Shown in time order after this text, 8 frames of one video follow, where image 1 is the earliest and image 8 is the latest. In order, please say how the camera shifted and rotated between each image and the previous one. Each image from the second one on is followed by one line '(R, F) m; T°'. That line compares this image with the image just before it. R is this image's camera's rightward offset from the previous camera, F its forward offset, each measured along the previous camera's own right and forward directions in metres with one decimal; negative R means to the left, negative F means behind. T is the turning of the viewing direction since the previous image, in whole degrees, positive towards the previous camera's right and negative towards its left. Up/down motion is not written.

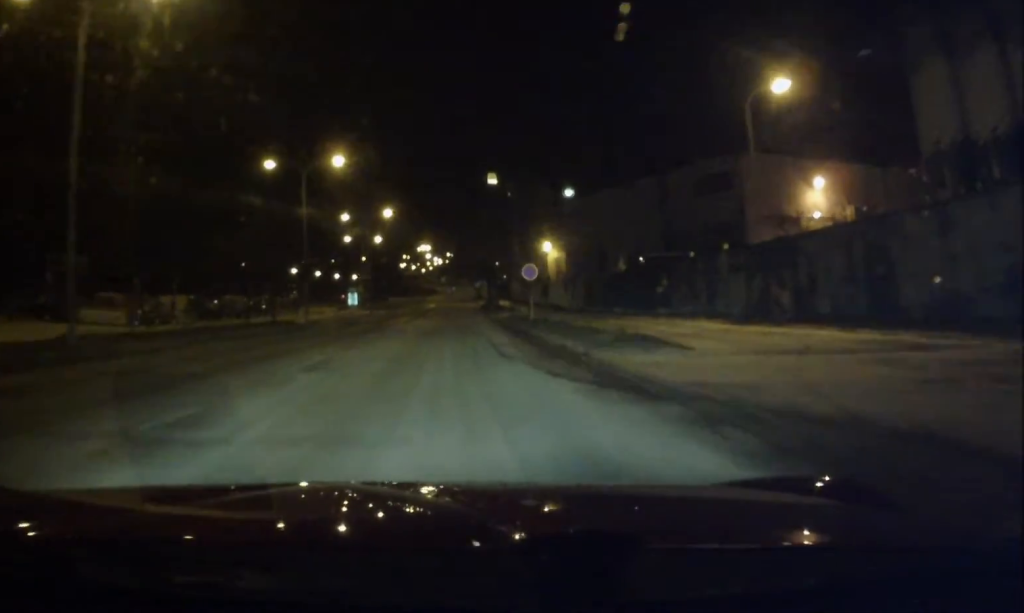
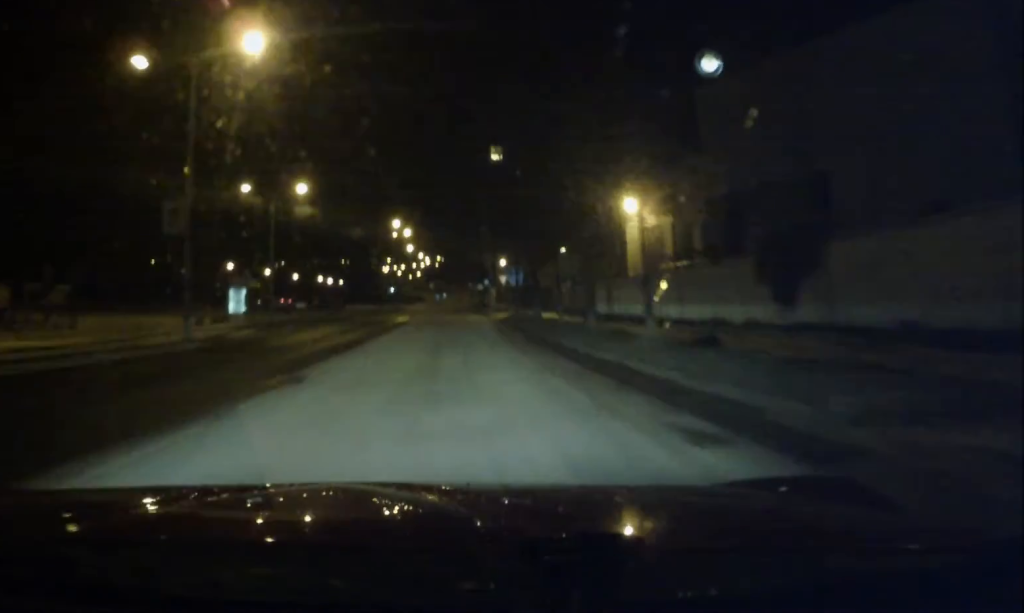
(+0.5, +46.5) m; +2°
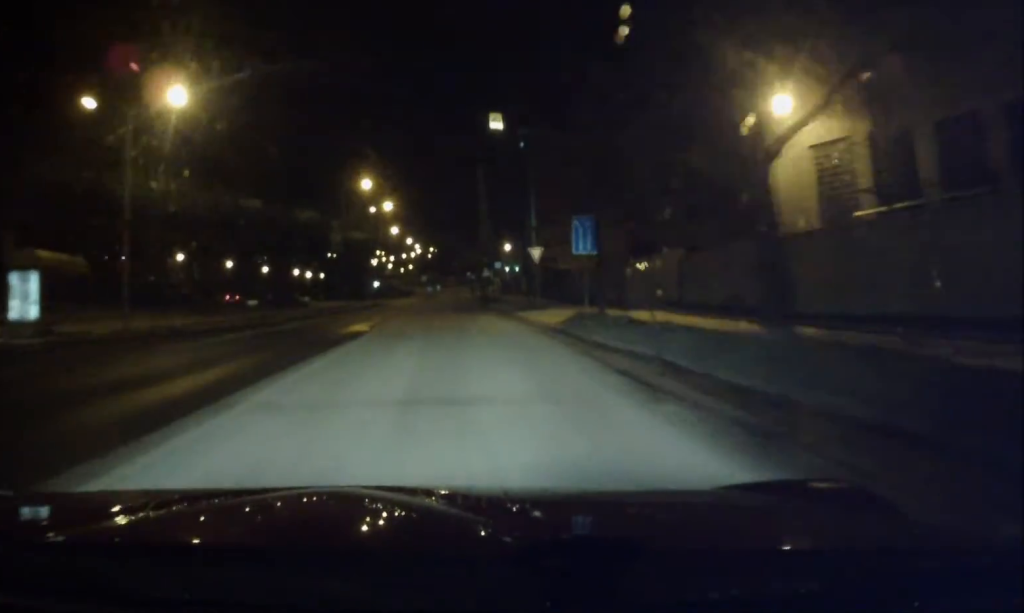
(+0.5, +24.7) m; +1°
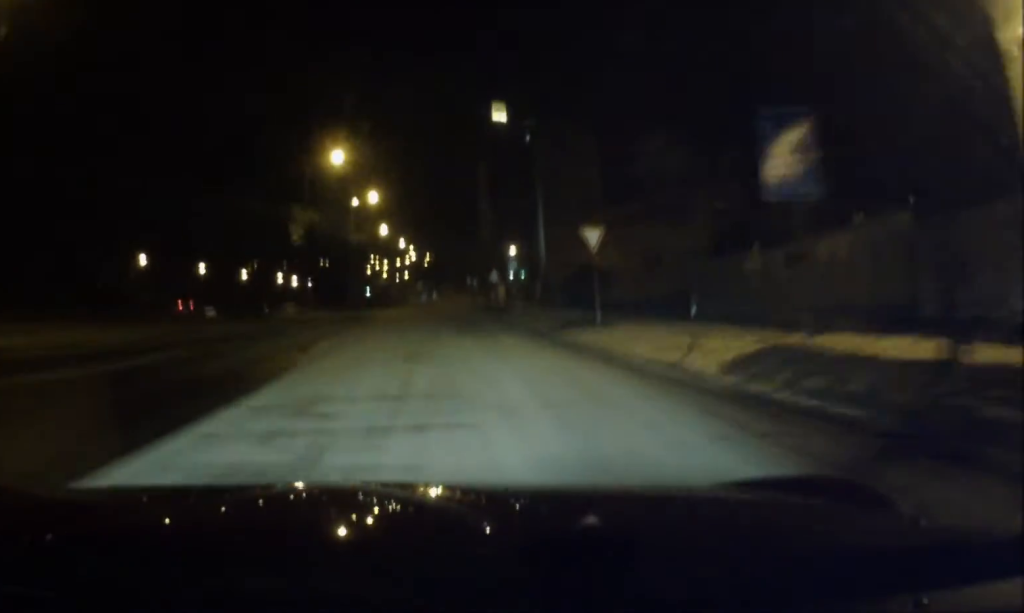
(+0.1, +16.4) m; 0°
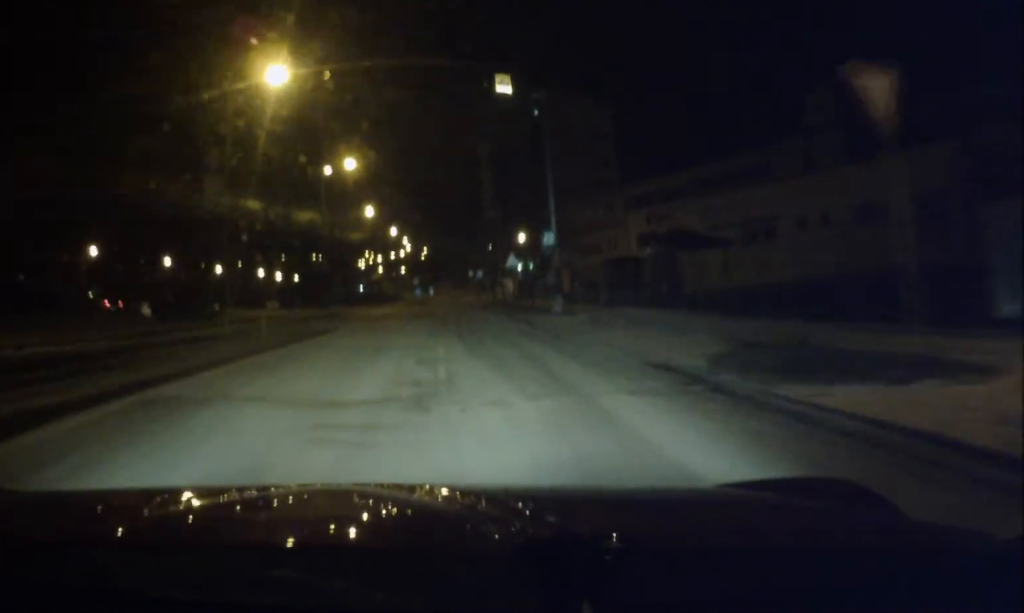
(-0.2, +18.9) m; 0°
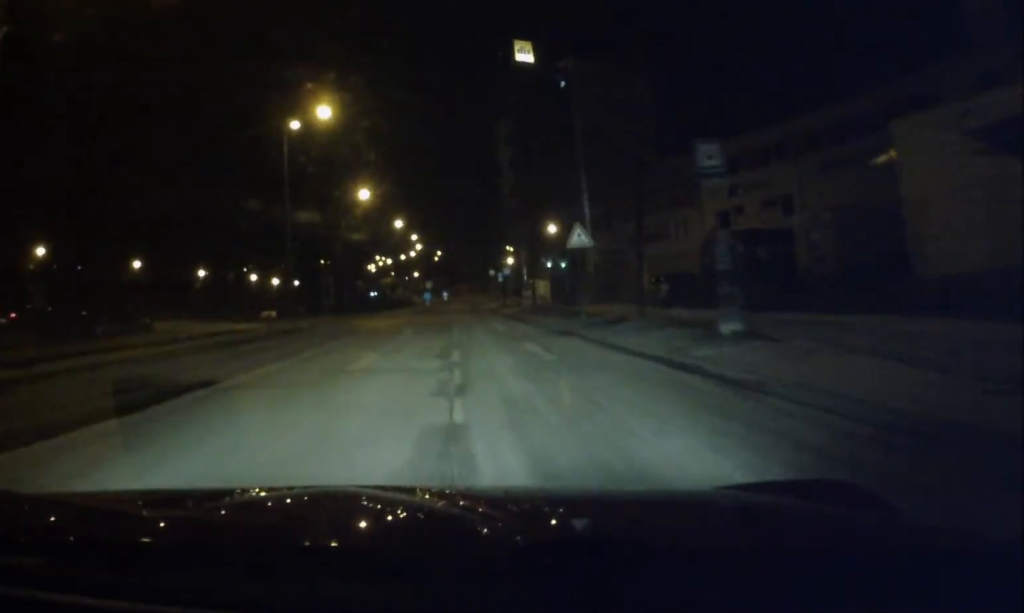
(+0.1, +21.6) m; 0°
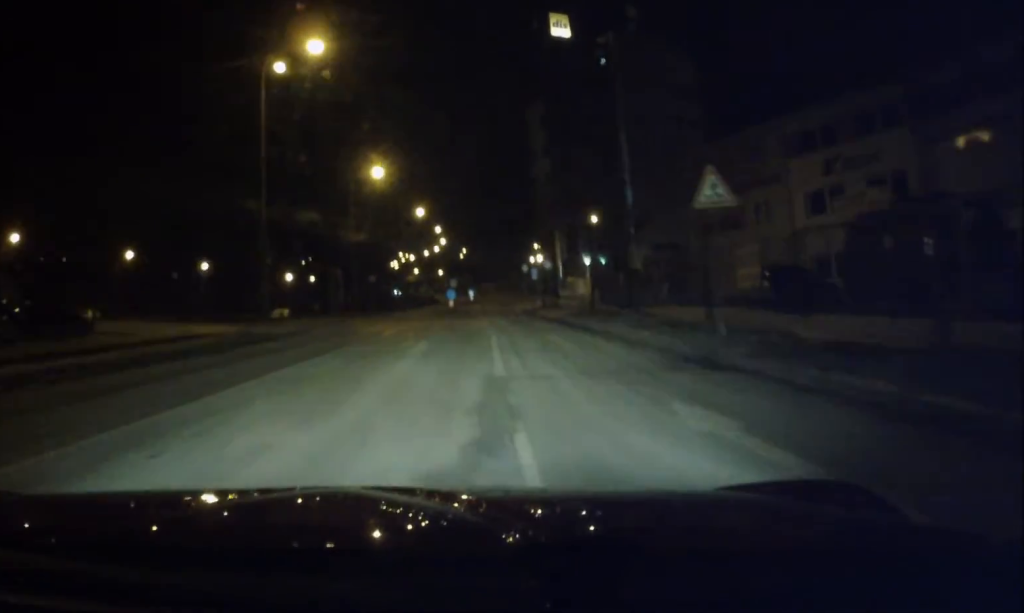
(0.0, +14.4) m; 0°
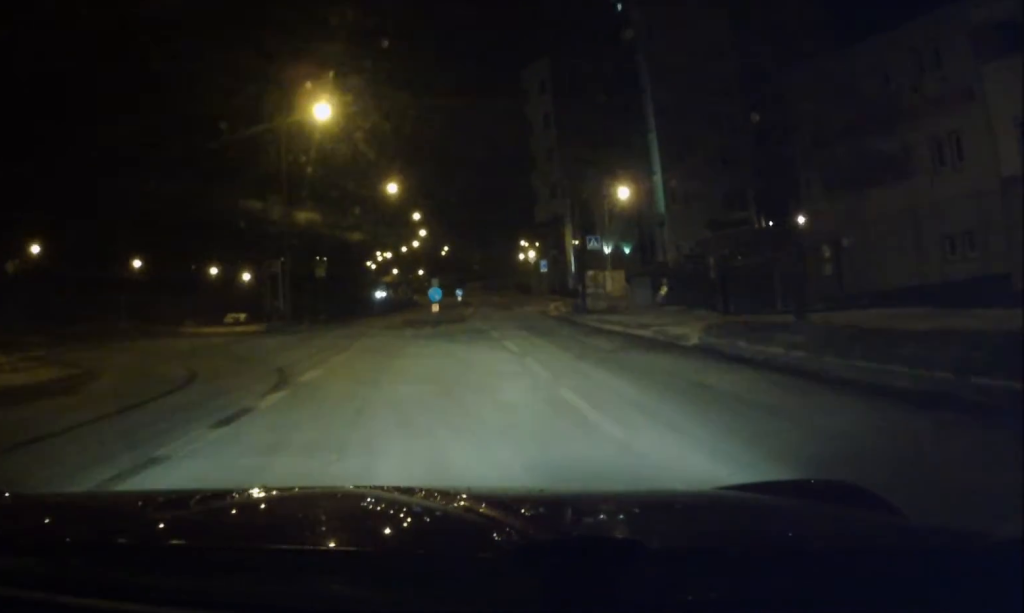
(+0.2, +31.5) m; -1°
